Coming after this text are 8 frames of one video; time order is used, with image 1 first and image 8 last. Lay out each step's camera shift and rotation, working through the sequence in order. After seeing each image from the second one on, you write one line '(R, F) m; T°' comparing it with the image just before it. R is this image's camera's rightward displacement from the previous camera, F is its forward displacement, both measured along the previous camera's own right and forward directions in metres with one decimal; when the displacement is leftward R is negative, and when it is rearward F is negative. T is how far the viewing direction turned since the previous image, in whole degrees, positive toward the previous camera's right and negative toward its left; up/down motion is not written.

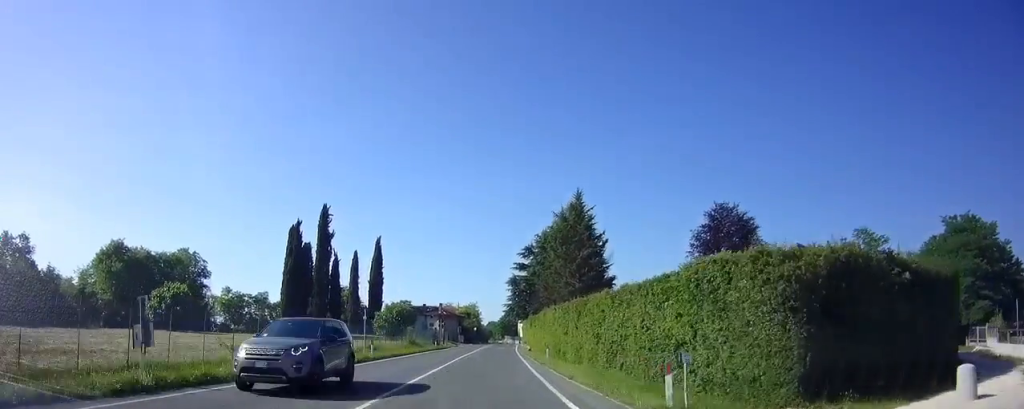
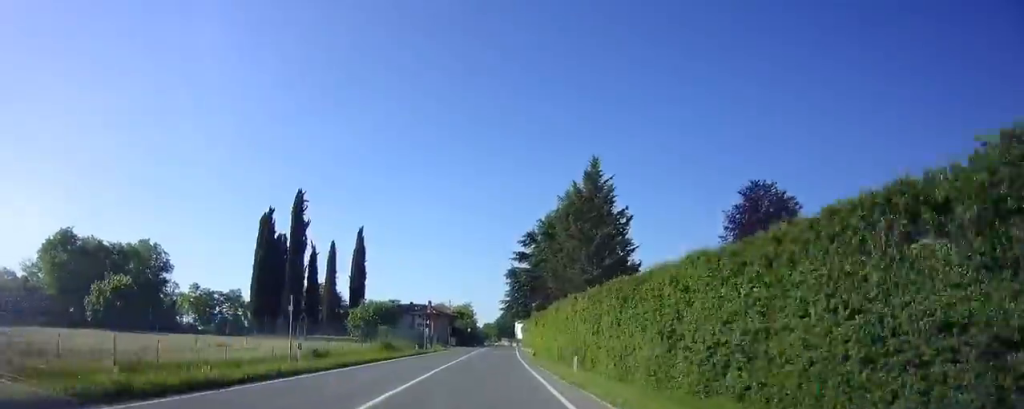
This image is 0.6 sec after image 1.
(0.0, +11.1) m; 0°
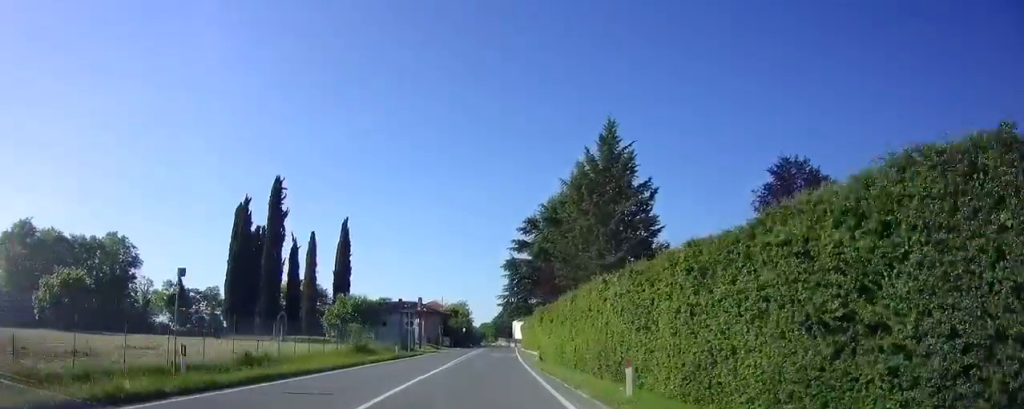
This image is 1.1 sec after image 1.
(0.0, +8.2) m; 0°
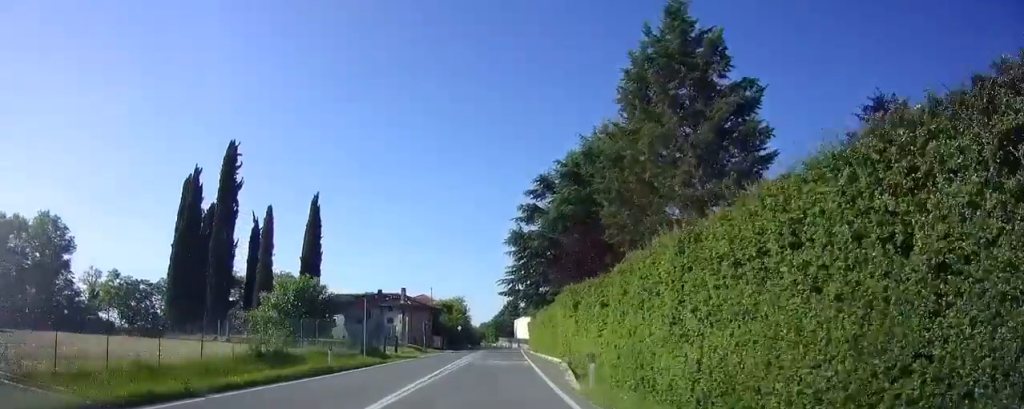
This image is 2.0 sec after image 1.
(-0.1, +15.4) m; 0°
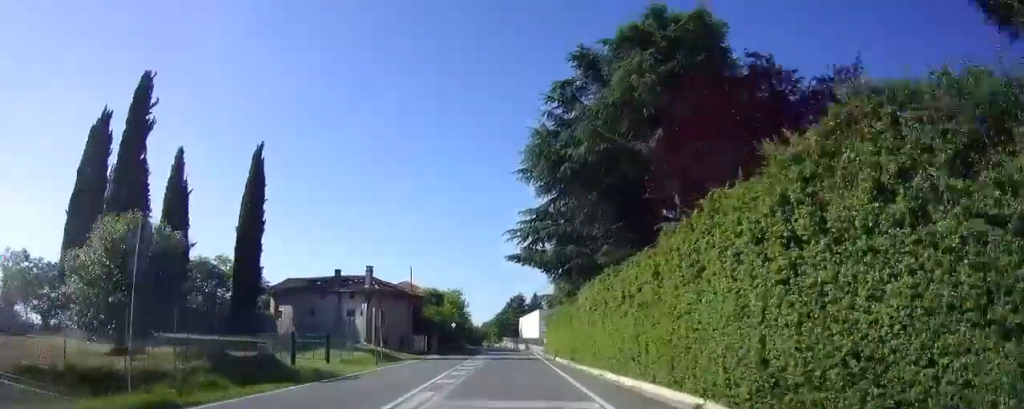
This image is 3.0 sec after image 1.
(+0.2, +18.4) m; +1°
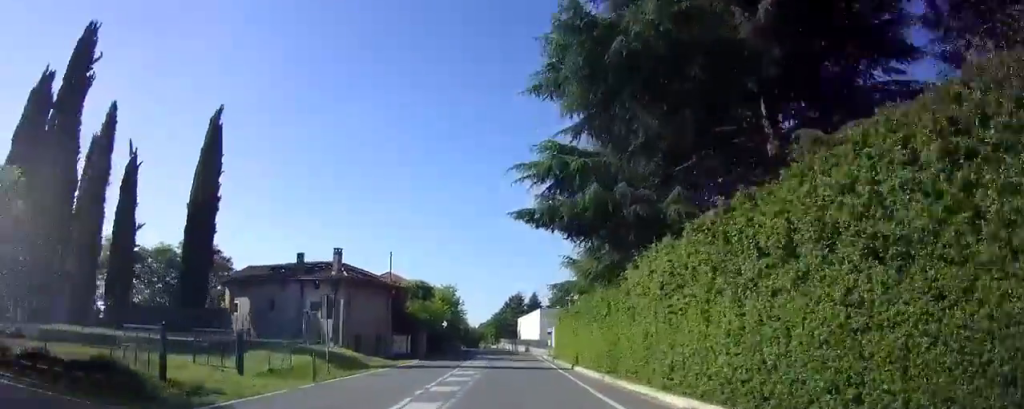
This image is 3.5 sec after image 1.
(0.0, +8.9) m; 0°
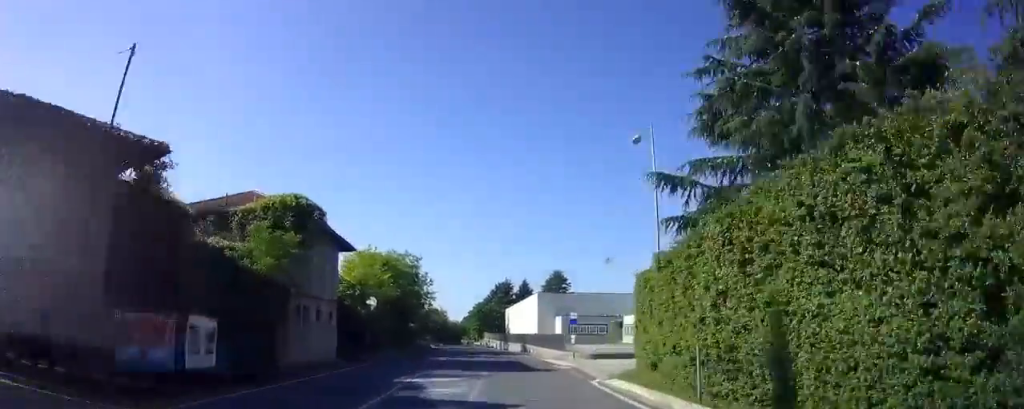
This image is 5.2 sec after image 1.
(+0.3, +30.9) m; 0°
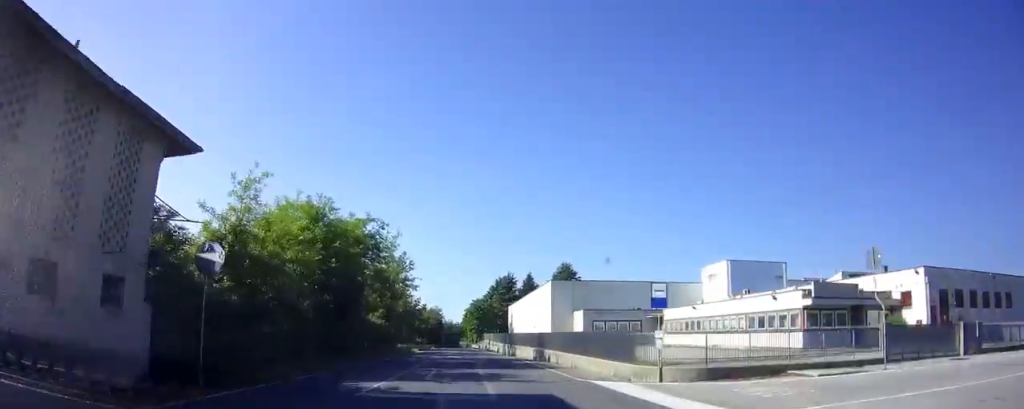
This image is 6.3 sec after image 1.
(-0.4, +18.5) m; -2°
